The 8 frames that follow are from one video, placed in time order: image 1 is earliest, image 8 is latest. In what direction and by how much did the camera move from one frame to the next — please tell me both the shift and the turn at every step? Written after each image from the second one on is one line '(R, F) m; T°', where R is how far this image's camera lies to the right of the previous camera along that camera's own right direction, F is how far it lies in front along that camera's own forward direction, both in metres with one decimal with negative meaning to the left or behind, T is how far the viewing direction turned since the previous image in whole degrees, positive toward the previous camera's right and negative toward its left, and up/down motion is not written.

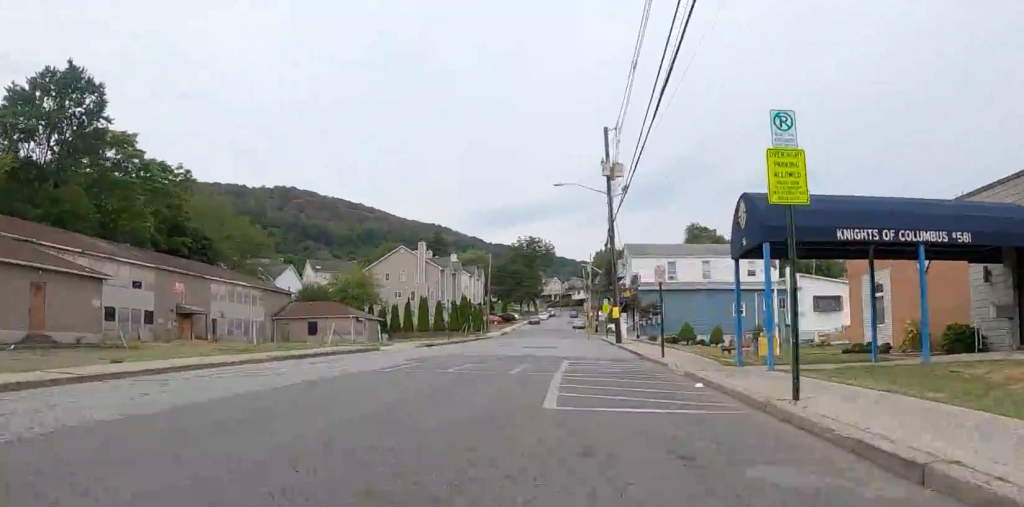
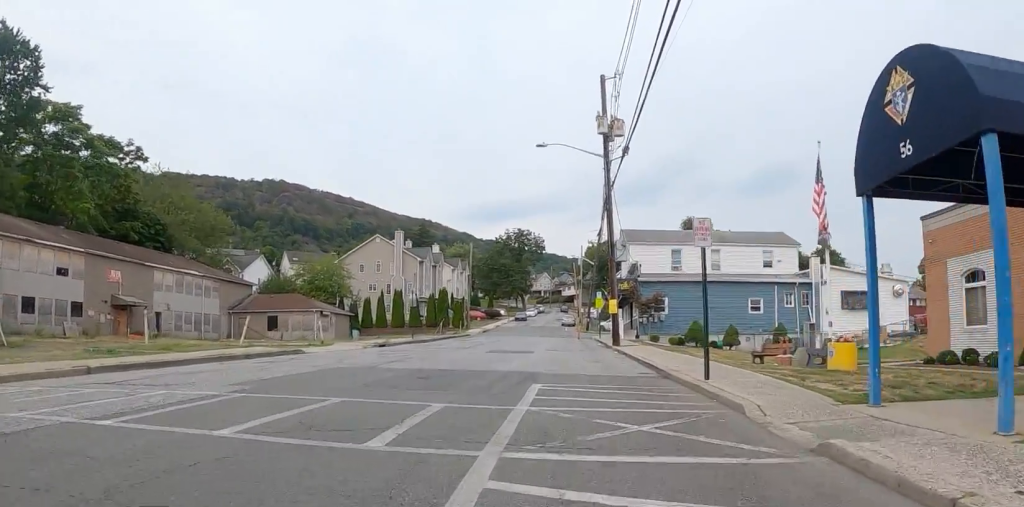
(-0.2, +5.8) m; -1°
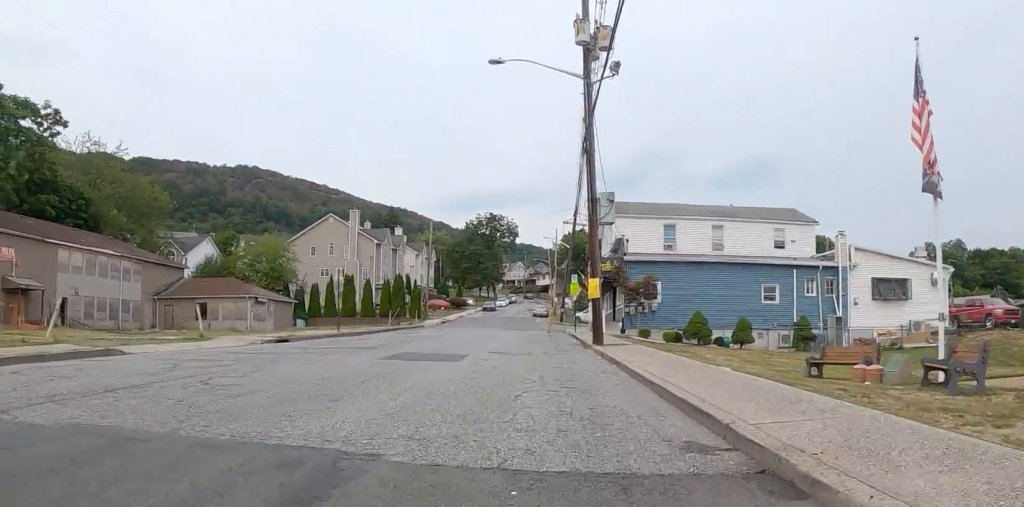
(+0.3, +6.6) m; +1°
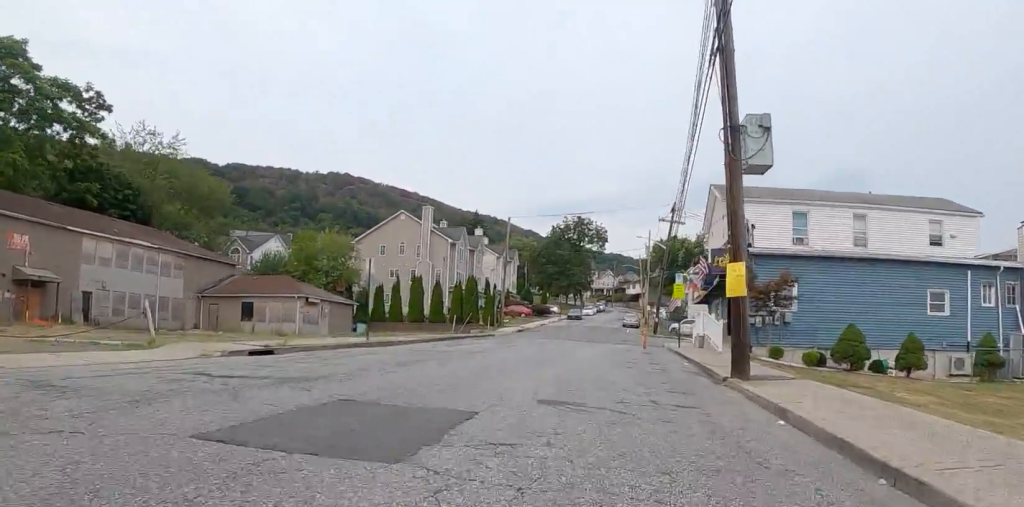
(-0.3, +7.3) m; -5°
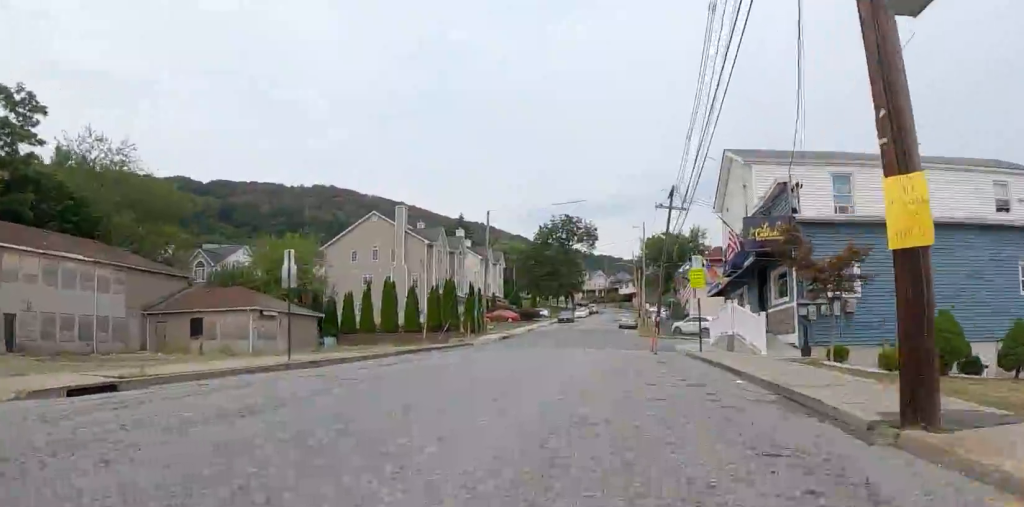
(-0.1, +5.7) m; -1°
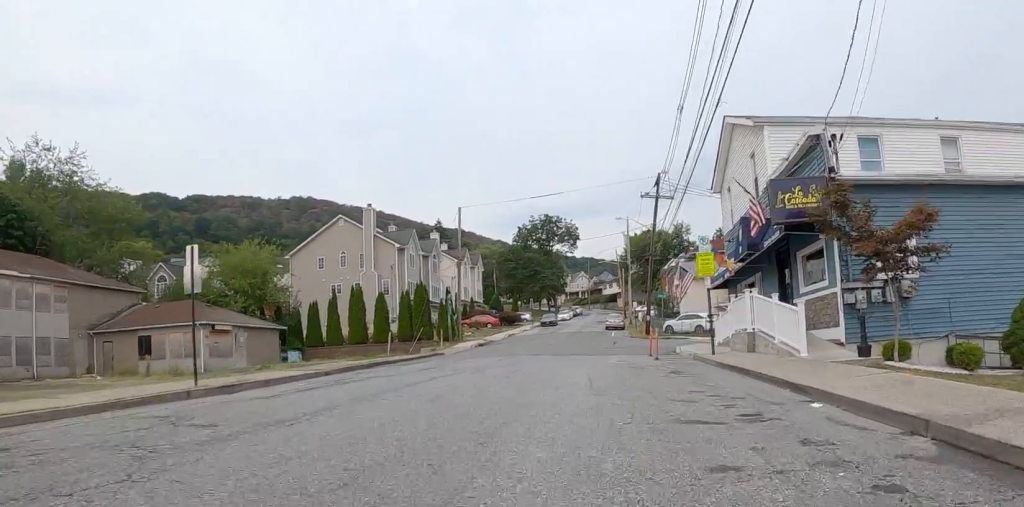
(0.0, +3.7) m; +1°
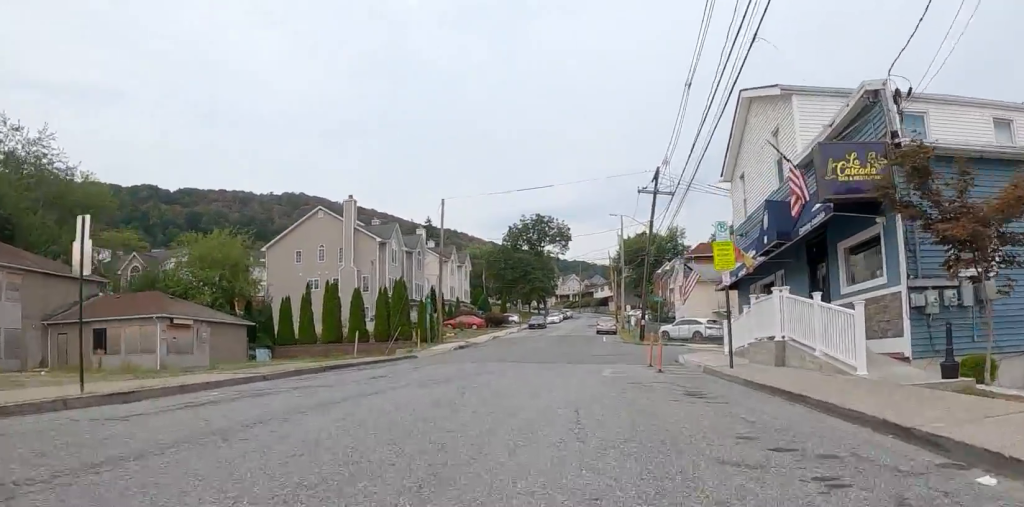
(0.0, +3.1) m; 0°
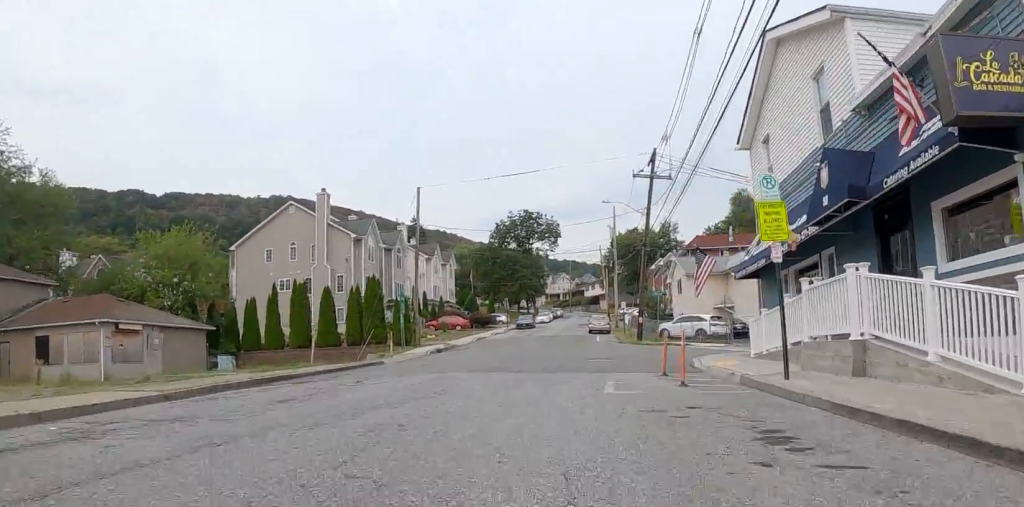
(0.0, +3.7) m; 0°
